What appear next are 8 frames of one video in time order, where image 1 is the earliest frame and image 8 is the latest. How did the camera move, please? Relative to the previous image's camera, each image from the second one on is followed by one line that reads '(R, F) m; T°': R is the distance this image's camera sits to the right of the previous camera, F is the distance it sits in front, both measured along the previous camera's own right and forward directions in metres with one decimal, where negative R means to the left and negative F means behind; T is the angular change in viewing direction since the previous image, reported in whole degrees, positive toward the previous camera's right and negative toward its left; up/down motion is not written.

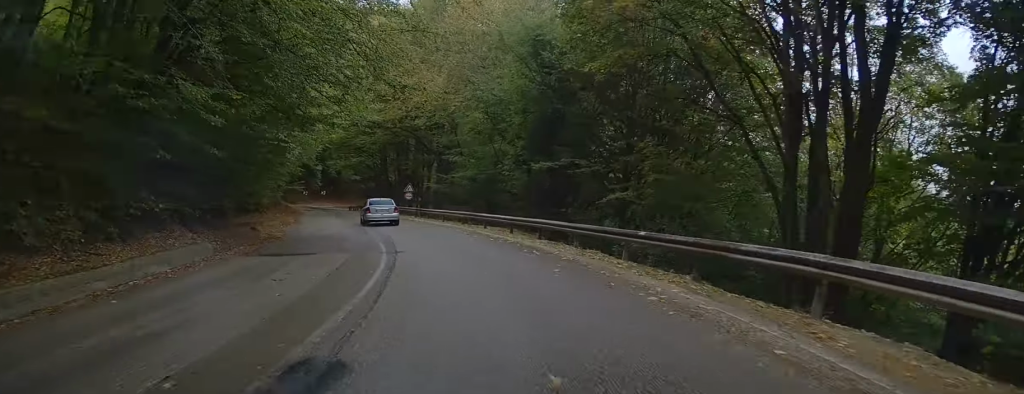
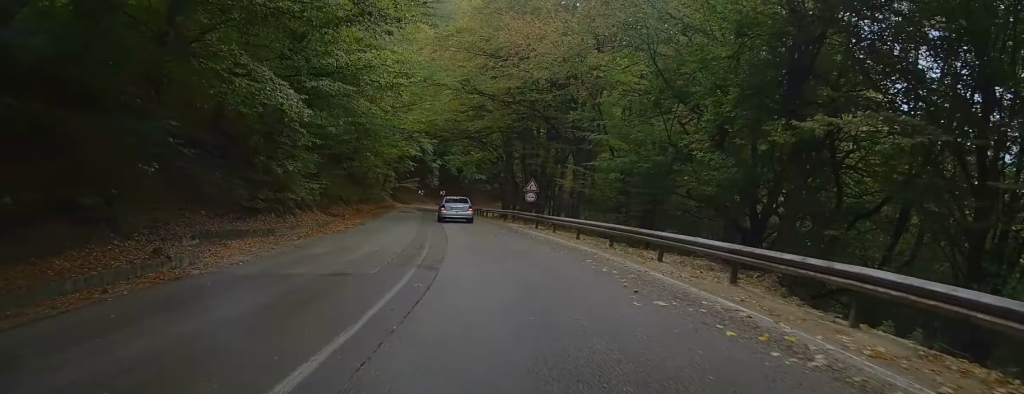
(-1.4, +14.7) m; -11°
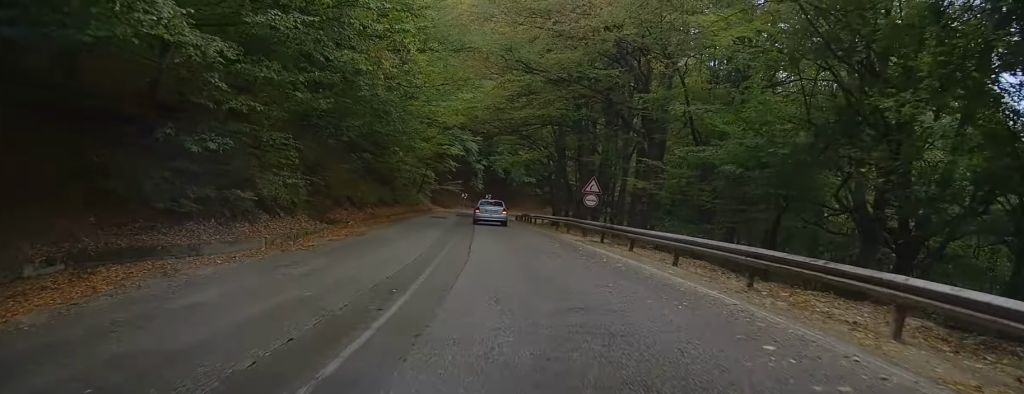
(-0.5, +8.0) m; -5°
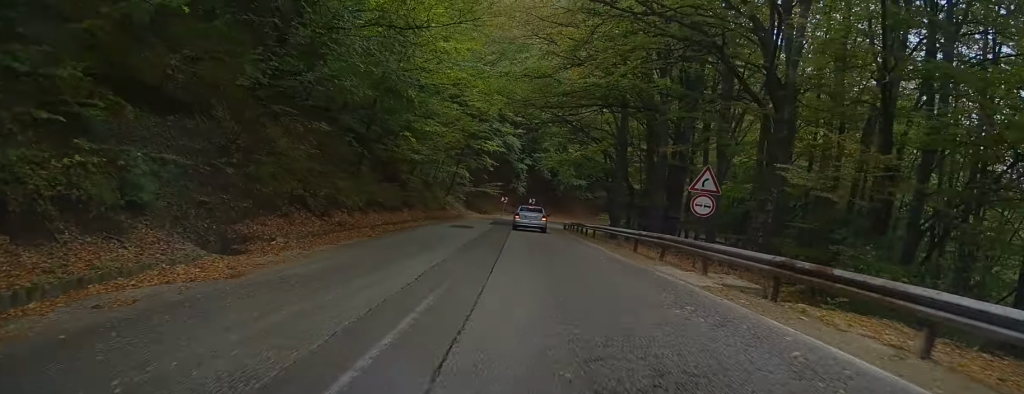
(-0.8, +11.8) m; -4°
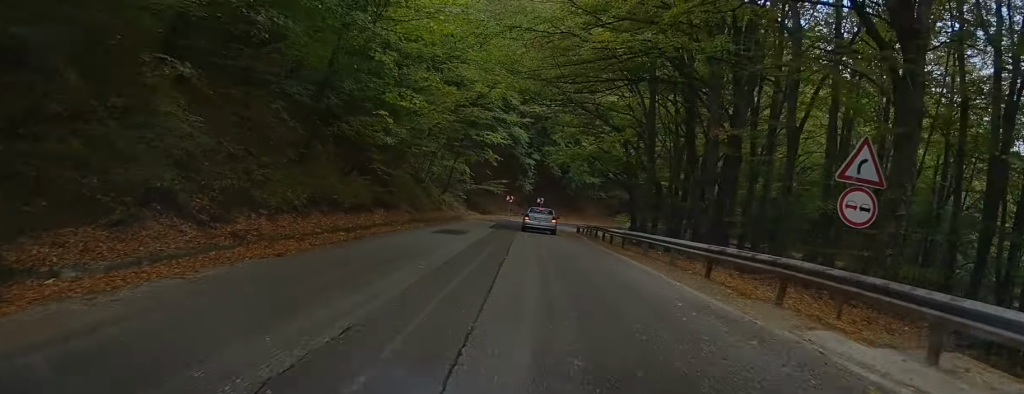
(-0.1, +7.6) m; 0°
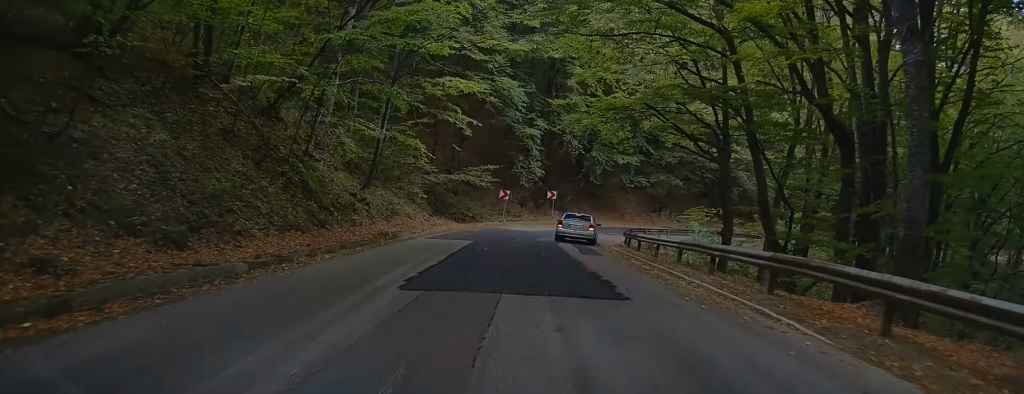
(+0.1, +24.8) m; 0°
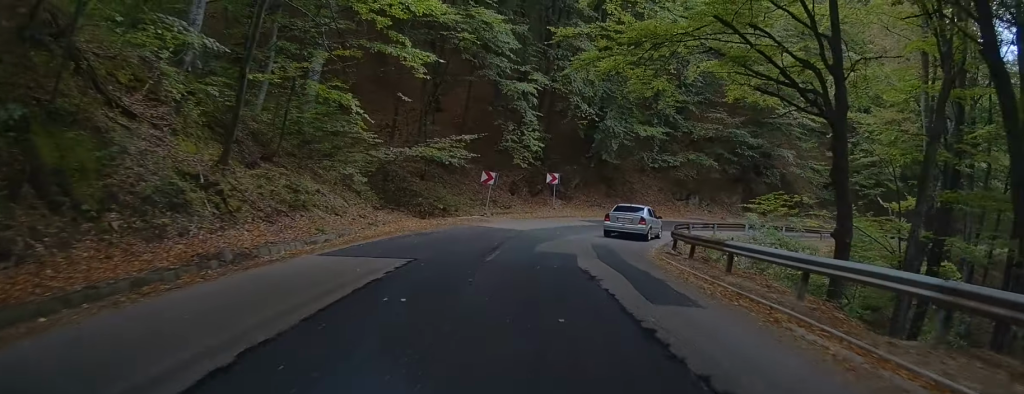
(+0.3, +11.7) m; +5°
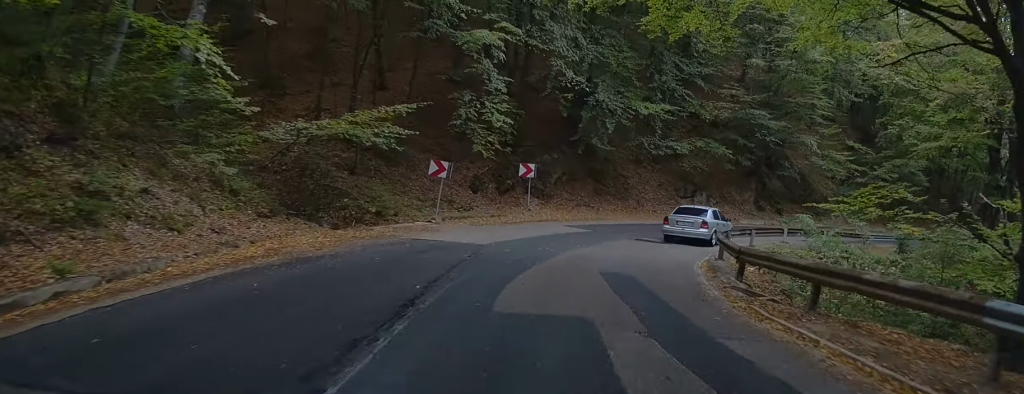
(+0.5, +8.8) m; +5°
